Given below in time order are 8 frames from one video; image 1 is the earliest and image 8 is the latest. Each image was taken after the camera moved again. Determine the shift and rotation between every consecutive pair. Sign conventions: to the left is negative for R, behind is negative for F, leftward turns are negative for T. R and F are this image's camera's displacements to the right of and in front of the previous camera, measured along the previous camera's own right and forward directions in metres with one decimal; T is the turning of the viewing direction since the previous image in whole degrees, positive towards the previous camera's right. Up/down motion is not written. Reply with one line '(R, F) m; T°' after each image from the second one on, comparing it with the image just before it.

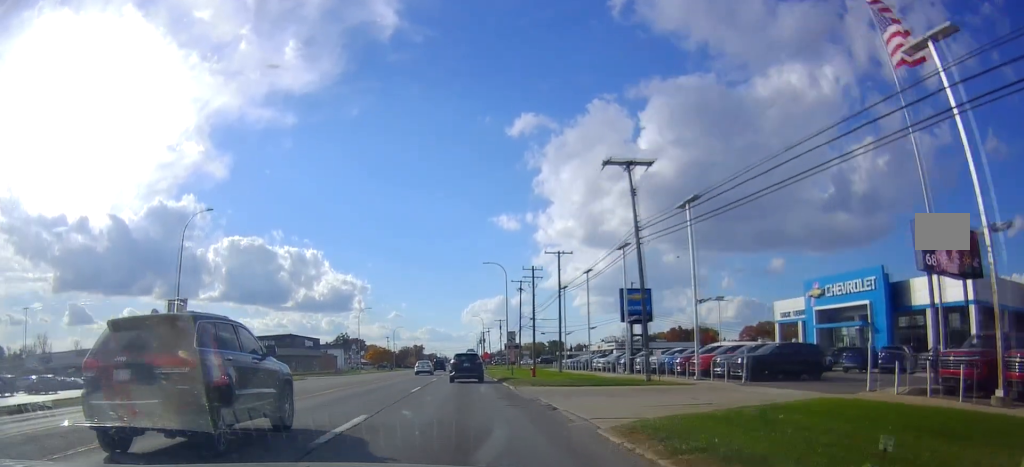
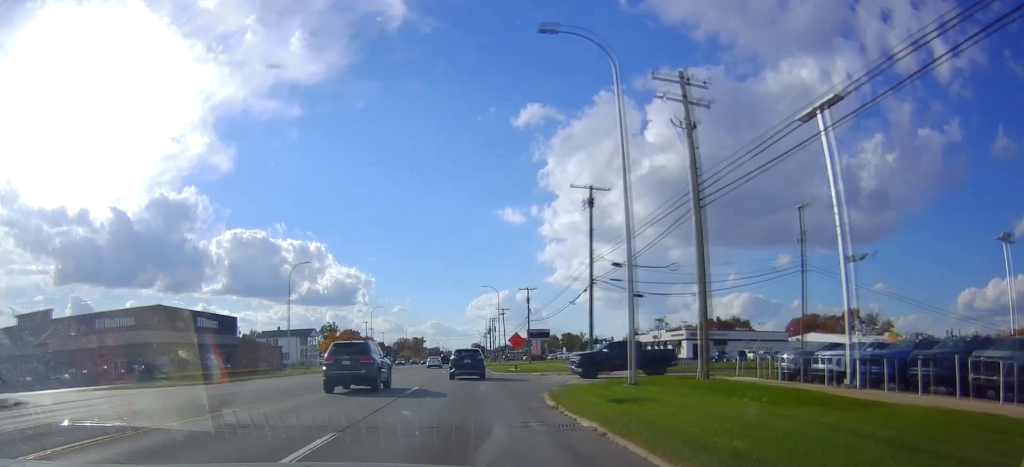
(0.0, +50.0) m; -2°
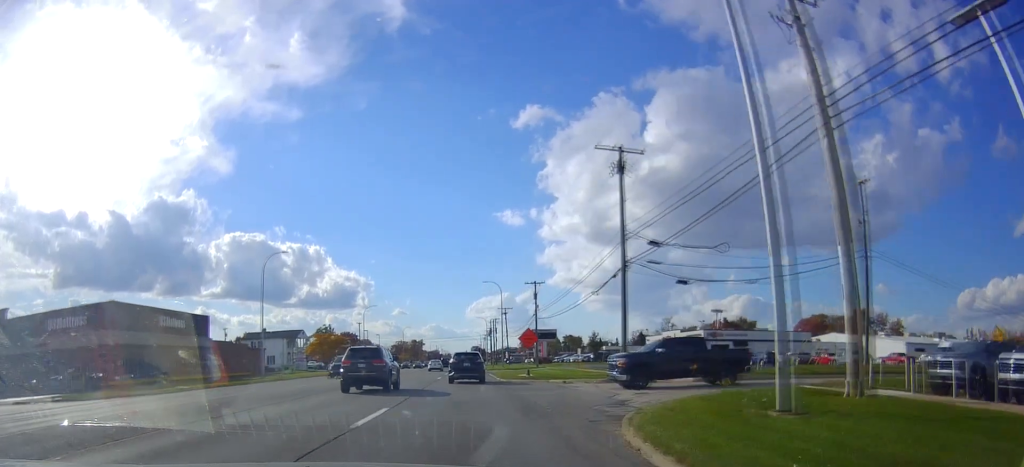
(-0.2, +9.0) m; 0°
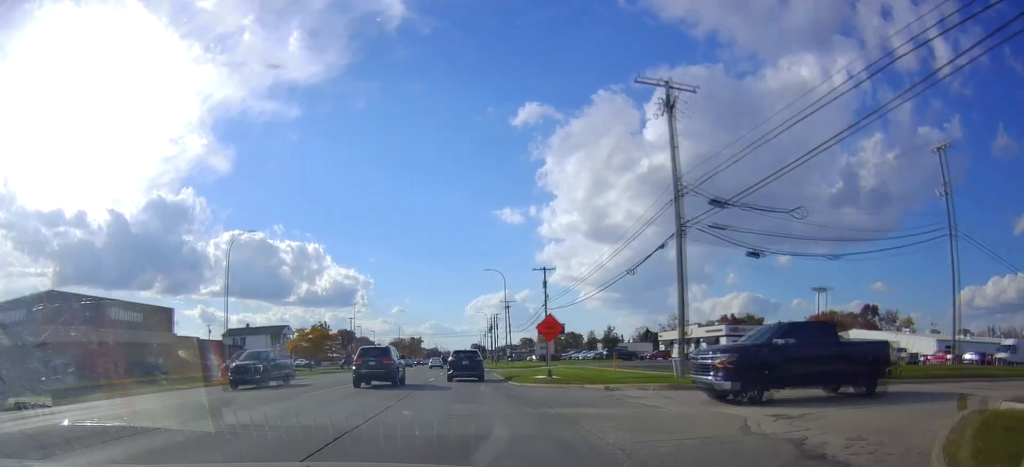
(-0.3, +9.0) m; 0°
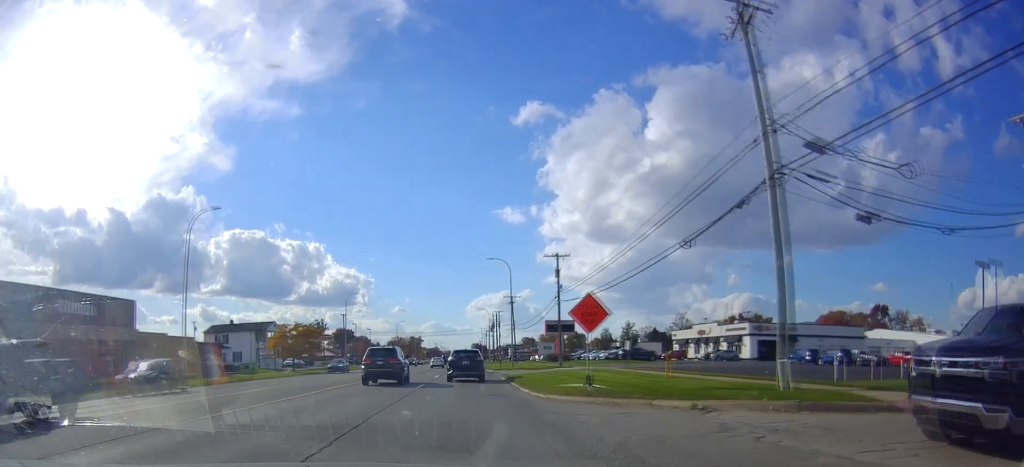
(+0.3, +8.2) m; 0°
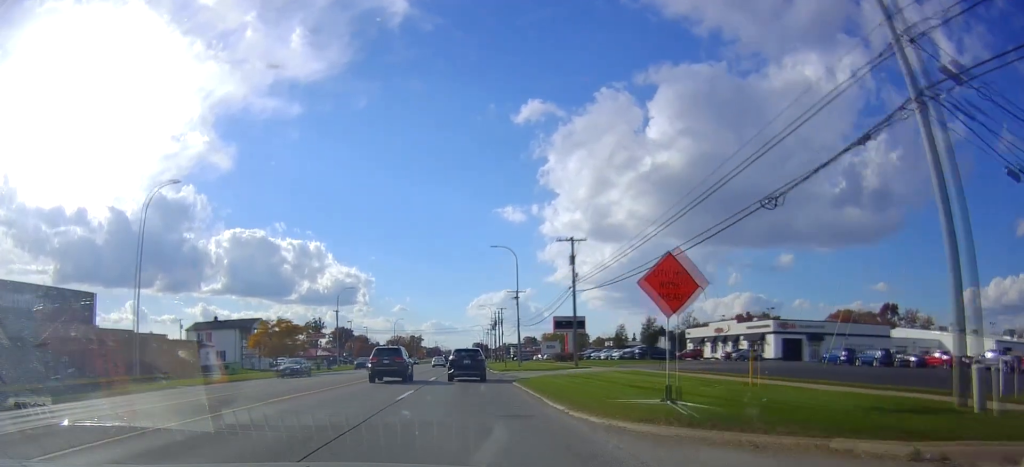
(+0.2, +7.1) m; 0°
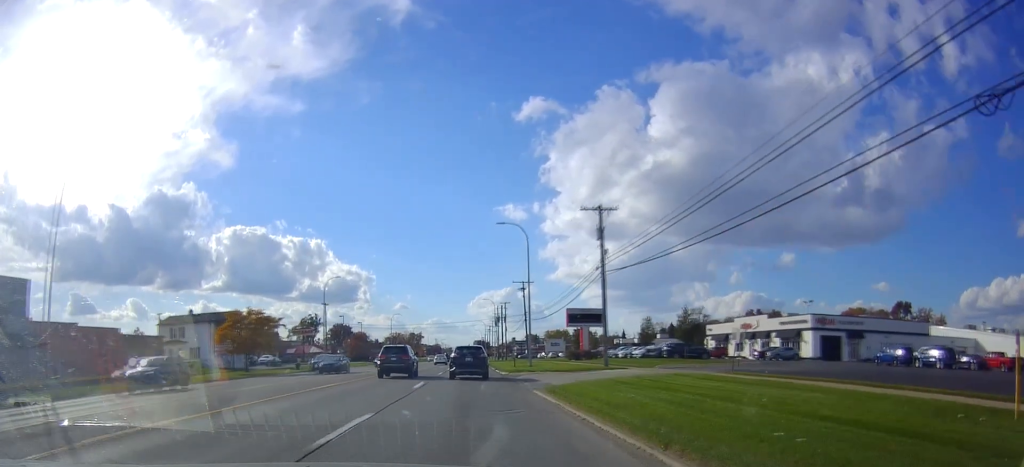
(-0.3, +9.6) m; -1°
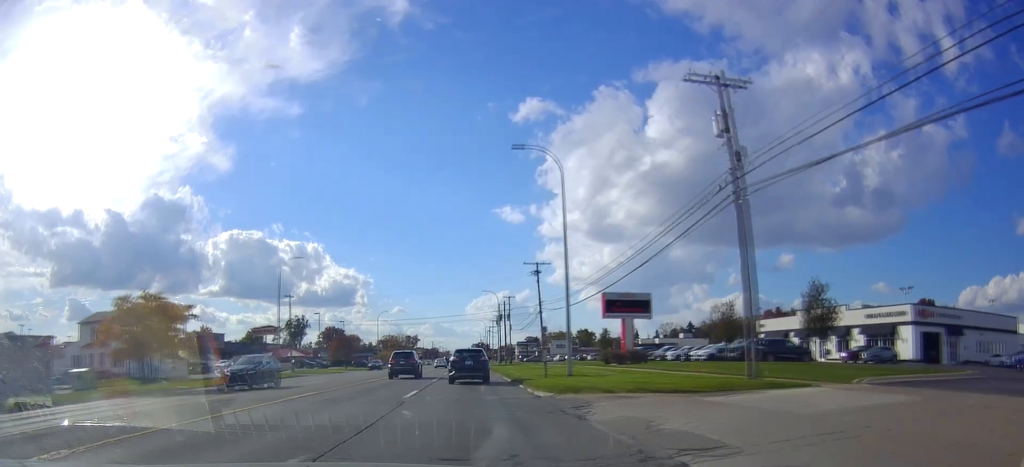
(-0.3, +19.5) m; +1°
